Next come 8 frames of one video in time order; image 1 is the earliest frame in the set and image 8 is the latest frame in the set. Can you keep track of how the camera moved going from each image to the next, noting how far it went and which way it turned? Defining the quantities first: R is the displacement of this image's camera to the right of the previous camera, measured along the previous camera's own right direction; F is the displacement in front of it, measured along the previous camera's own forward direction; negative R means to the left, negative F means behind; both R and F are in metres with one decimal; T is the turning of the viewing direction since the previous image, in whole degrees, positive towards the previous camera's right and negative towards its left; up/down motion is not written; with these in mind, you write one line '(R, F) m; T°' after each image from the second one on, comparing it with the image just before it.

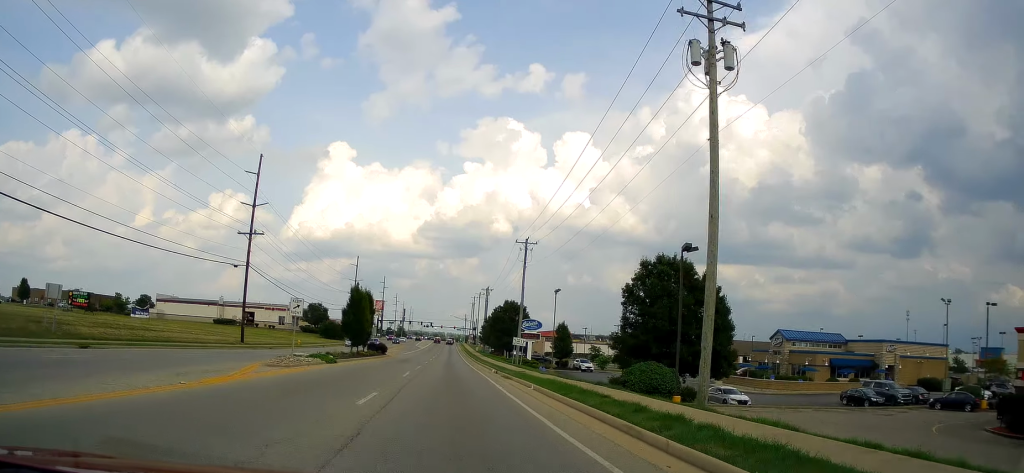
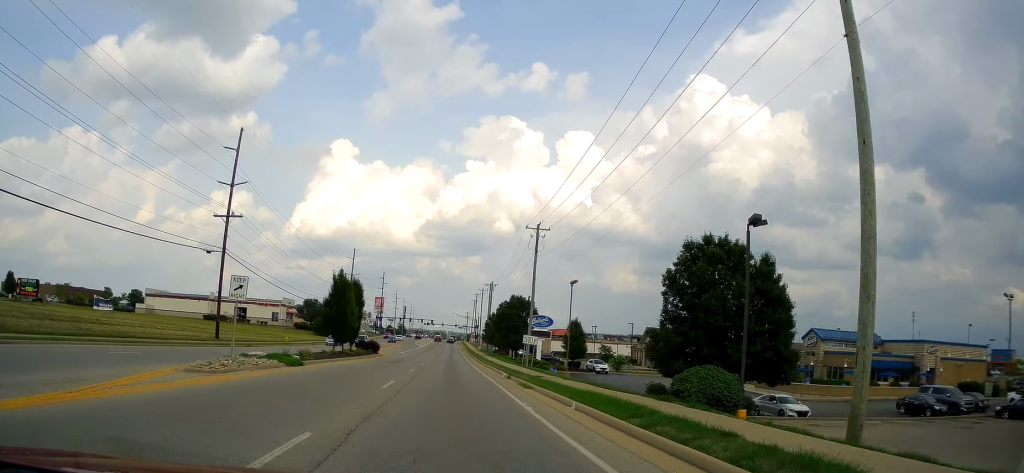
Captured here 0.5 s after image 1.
(+0.3, +7.8) m; -1°
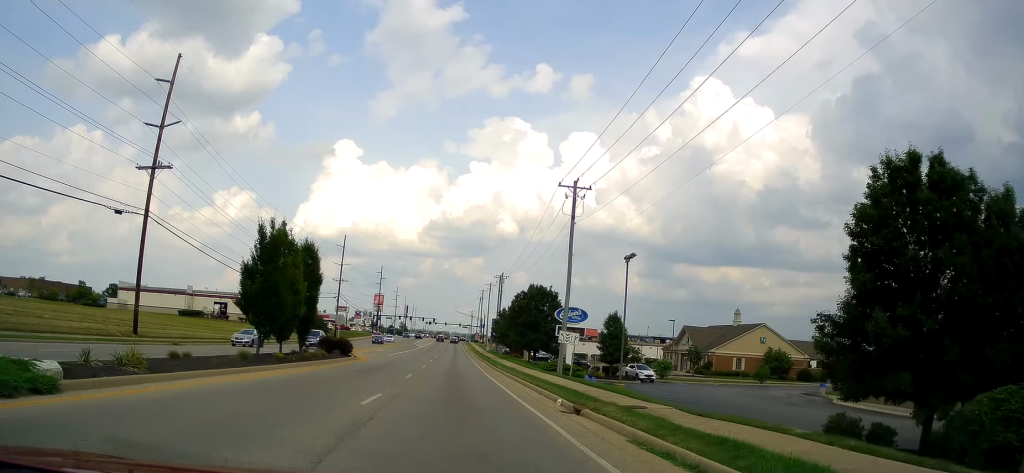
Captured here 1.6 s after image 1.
(-0.6, +17.2) m; -2°
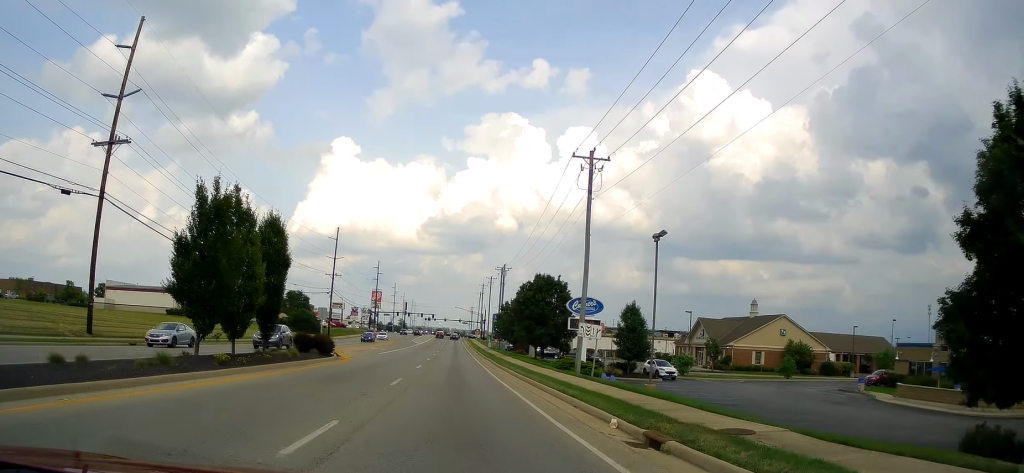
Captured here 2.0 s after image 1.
(-0.1, +6.3) m; -1°
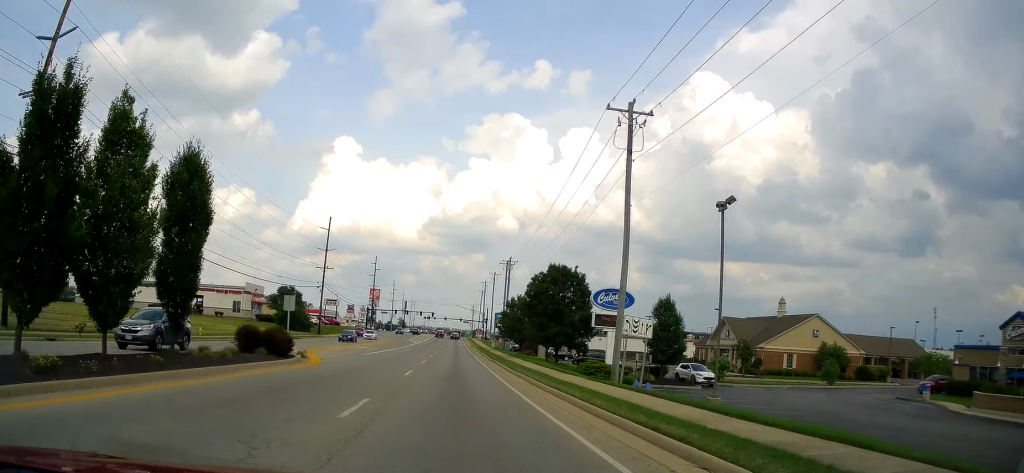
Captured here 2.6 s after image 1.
(+0.3, +8.9) m; 0°
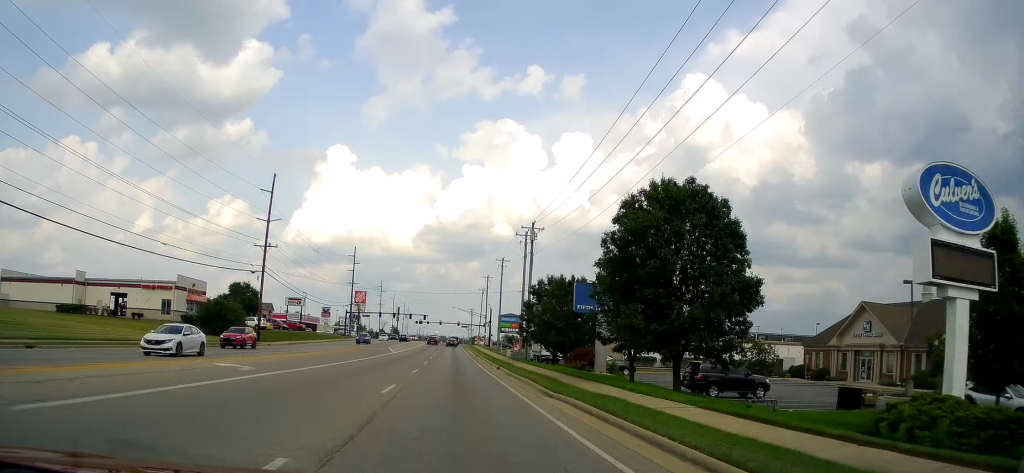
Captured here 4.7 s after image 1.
(+0.1, +32.7) m; +2°
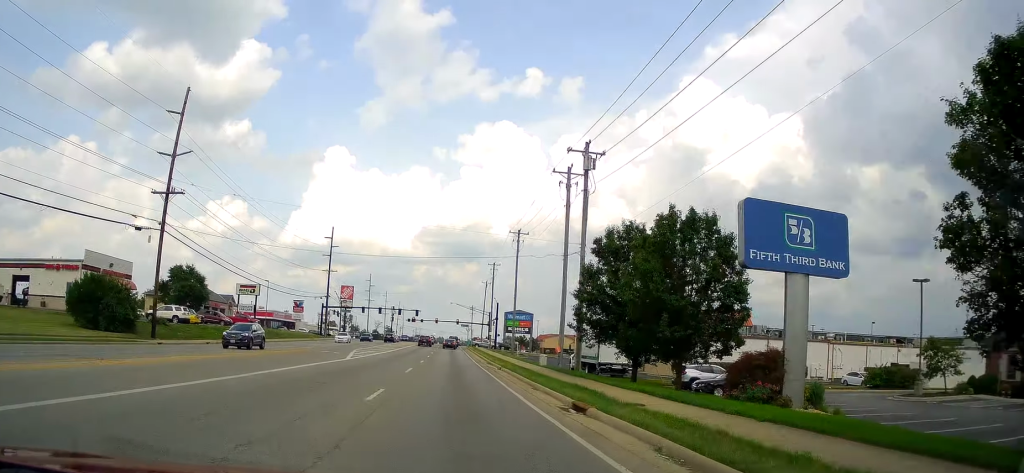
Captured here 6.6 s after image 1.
(+0.2, +27.6) m; +1°
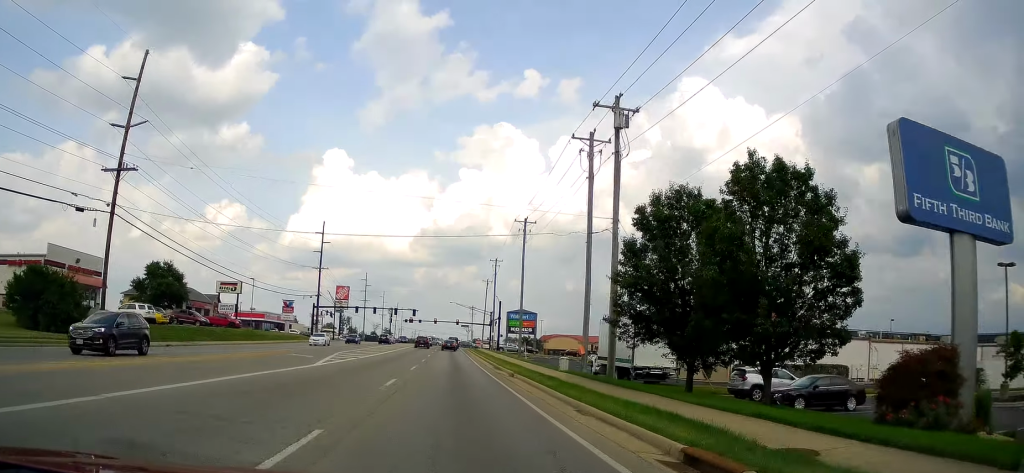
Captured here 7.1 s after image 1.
(0.0, +8.0) m; 0°
